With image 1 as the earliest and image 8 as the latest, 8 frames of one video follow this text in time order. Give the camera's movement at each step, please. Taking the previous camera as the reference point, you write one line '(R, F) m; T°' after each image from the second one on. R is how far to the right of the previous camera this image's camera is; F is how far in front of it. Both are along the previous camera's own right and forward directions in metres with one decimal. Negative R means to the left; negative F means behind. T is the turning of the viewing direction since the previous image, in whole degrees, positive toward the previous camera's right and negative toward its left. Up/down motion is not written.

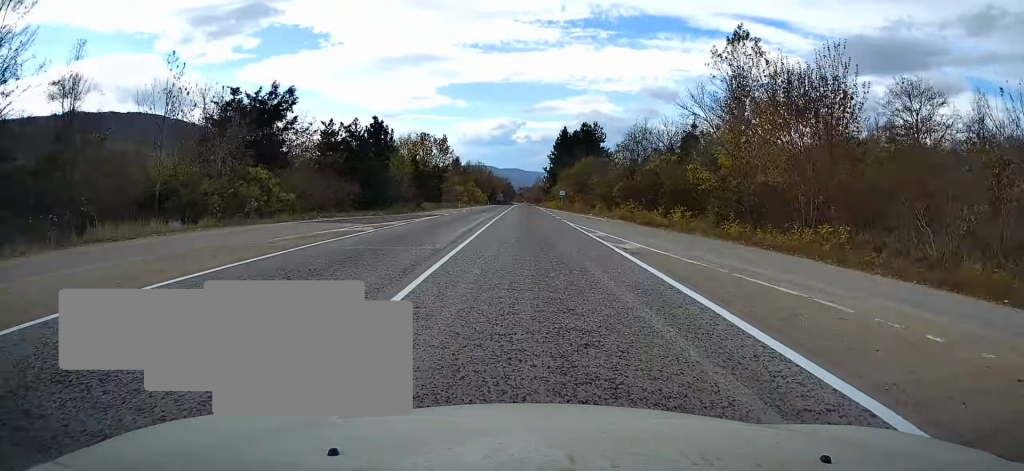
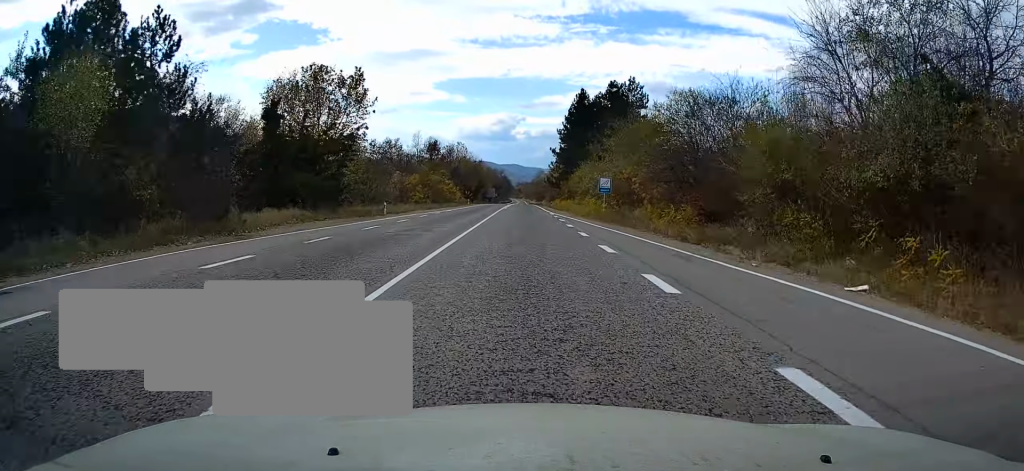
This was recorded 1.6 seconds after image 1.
(+0.1, +44.6) m; +1°
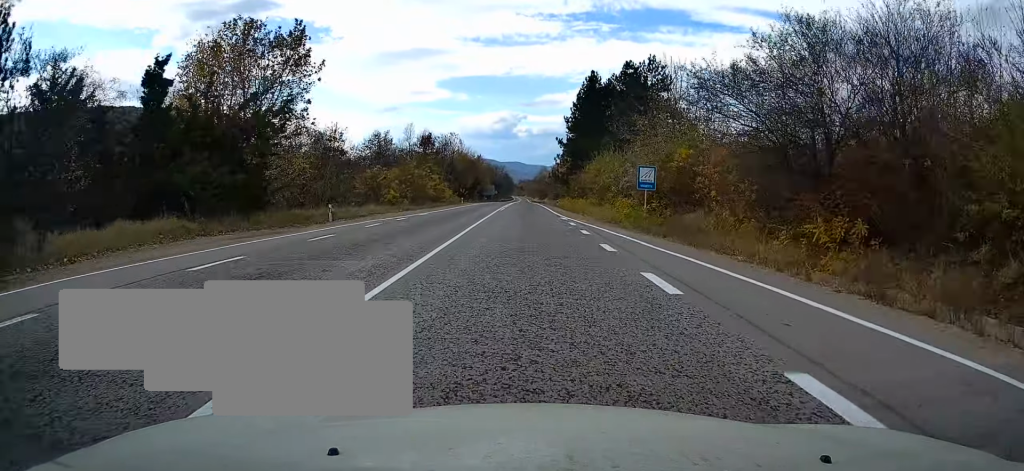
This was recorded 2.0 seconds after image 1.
(-0.1, +12.2) m; 0°
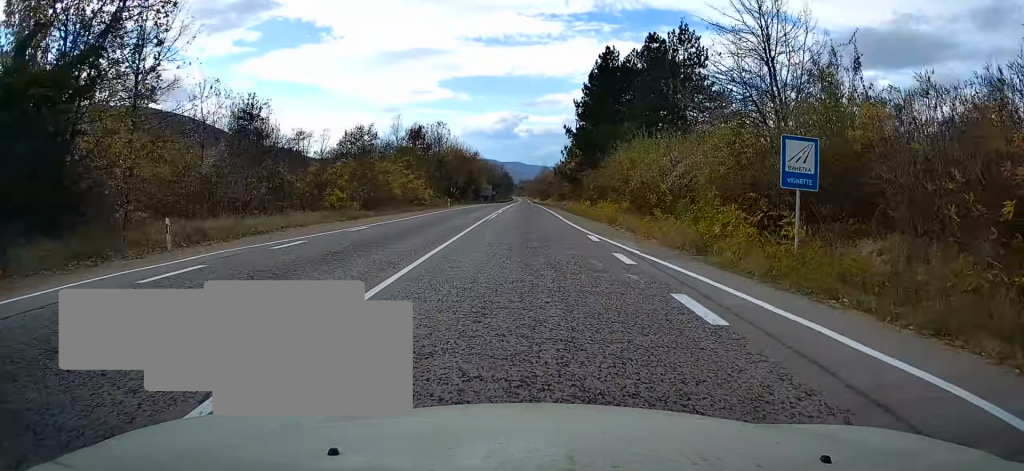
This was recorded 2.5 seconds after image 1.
(+0.2, +14.1) m; 0°
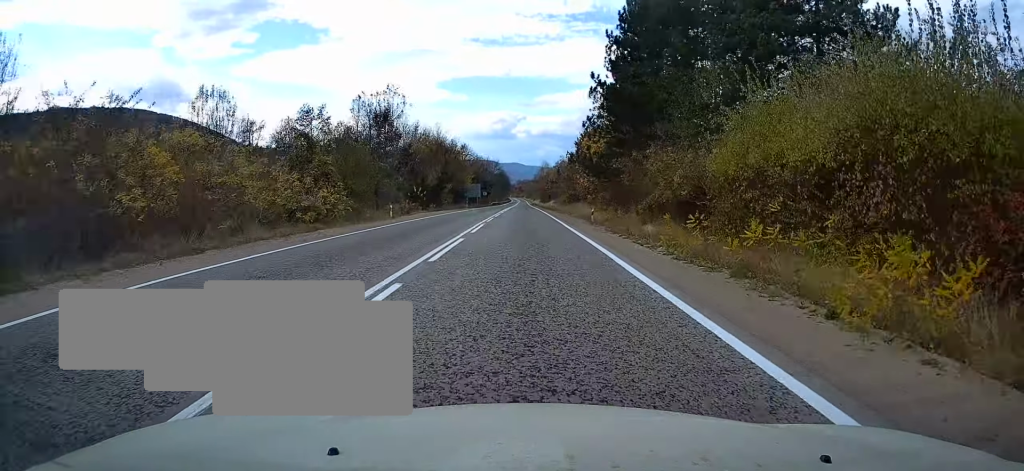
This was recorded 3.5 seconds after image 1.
(+0.1, +27.2) m; 0°
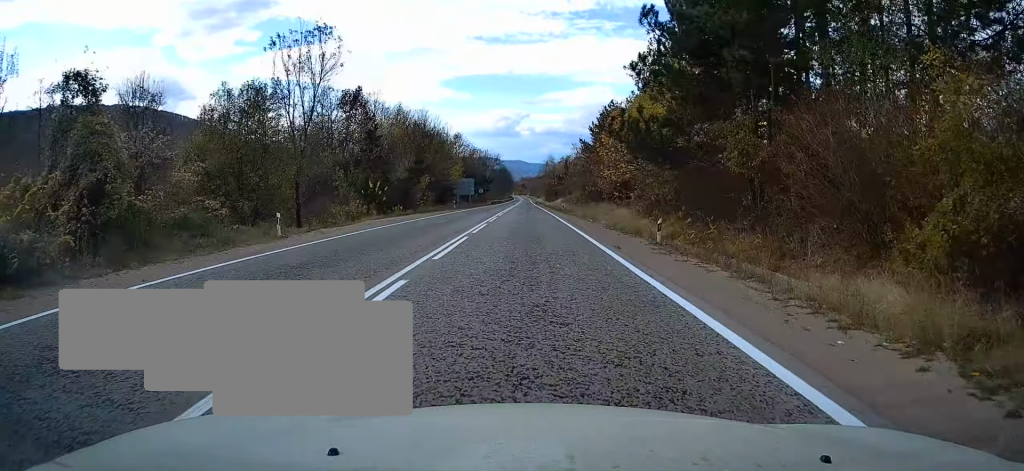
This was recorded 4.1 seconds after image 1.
(-0.2, +17.9) m; -1°
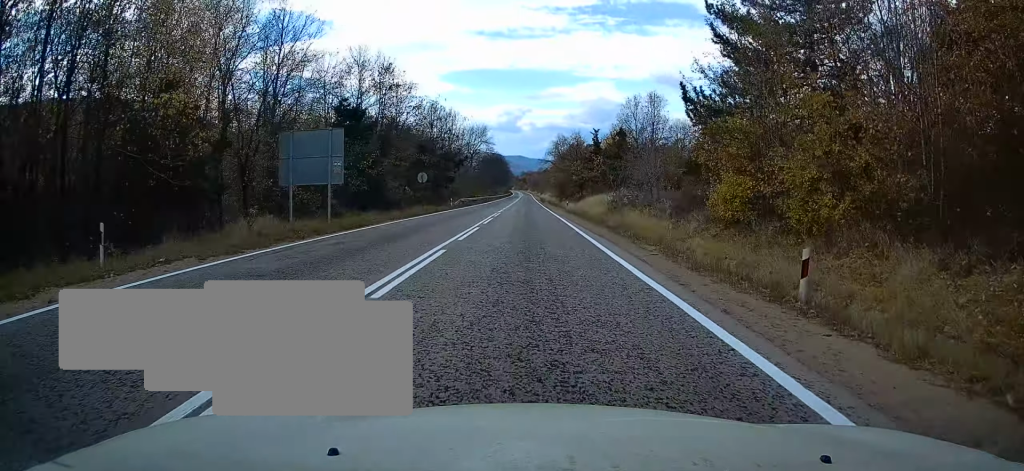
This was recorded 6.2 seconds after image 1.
(+0.1, +58.3) m; 0°
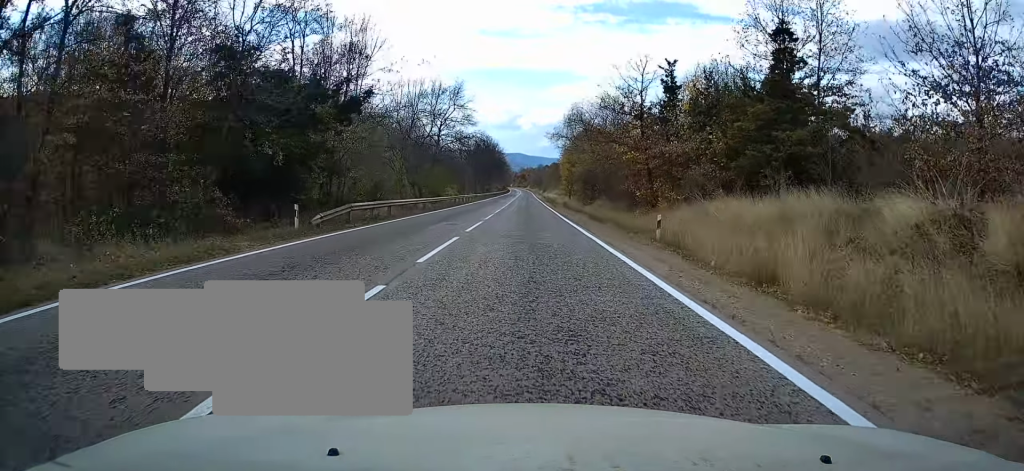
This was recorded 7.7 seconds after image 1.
(-0.1, +41.3) m; 0°
